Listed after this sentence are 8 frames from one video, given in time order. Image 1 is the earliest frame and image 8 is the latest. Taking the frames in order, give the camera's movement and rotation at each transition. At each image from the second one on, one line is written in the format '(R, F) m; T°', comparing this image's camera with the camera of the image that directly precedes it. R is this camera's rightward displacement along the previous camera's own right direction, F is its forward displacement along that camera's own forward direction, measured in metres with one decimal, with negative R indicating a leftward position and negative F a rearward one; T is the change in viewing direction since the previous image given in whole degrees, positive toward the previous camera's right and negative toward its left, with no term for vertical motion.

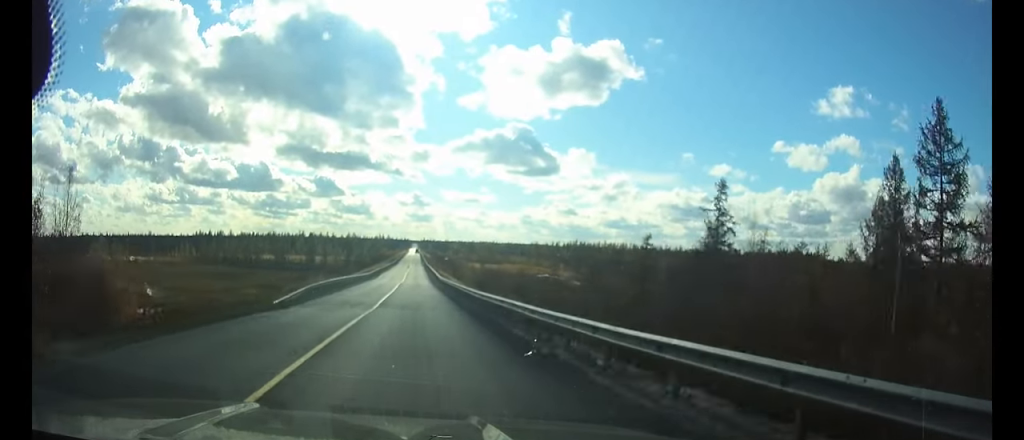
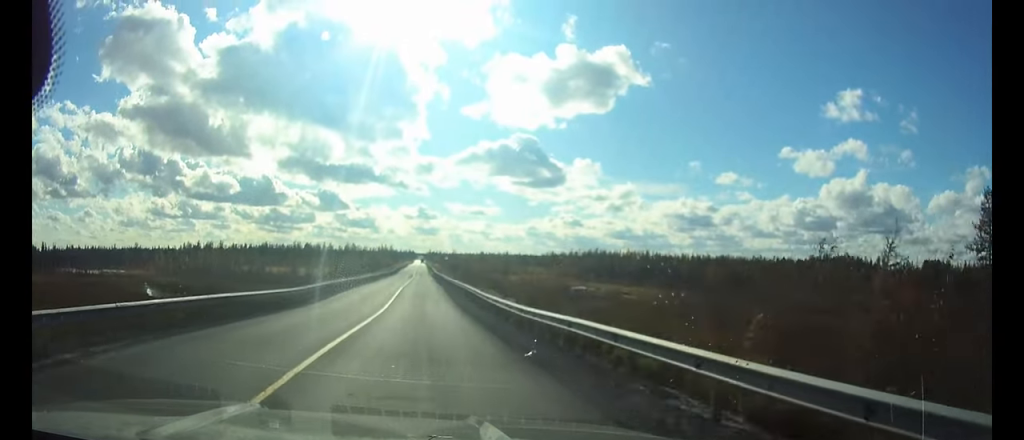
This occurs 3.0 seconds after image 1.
(-0.3, +53.9) m; 0°
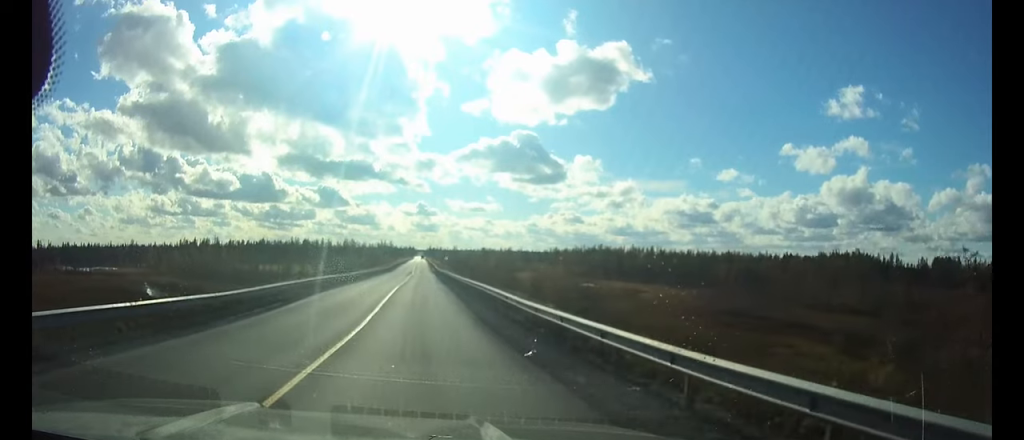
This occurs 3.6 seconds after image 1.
(0.0, +11.8) m; 0°
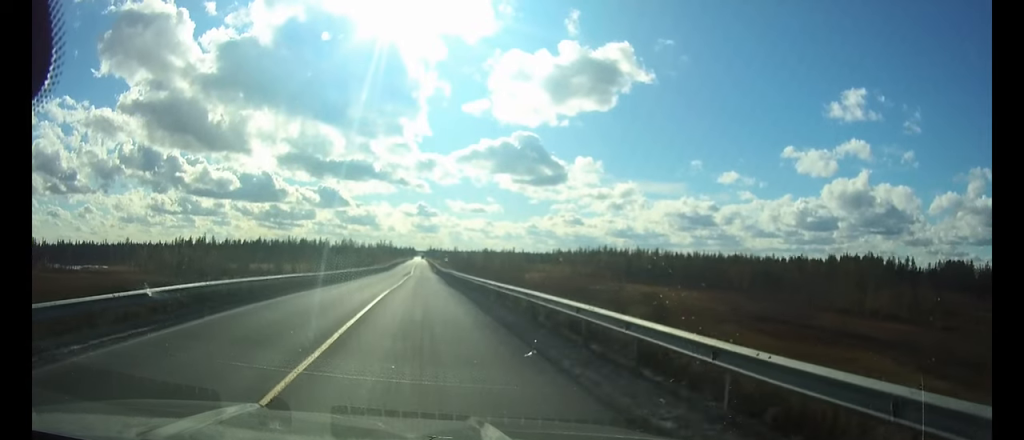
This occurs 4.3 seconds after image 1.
(0.0, +13.0) m; 0°
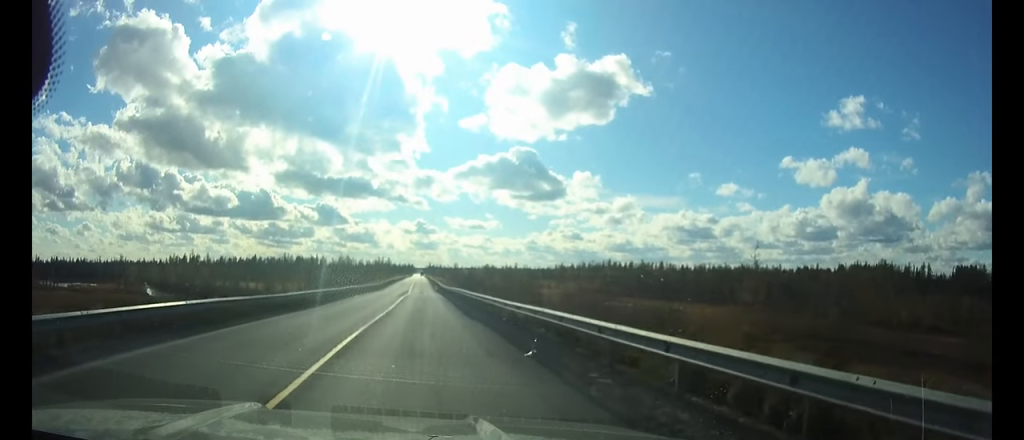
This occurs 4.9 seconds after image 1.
(0.0, +13.7) m; 0°
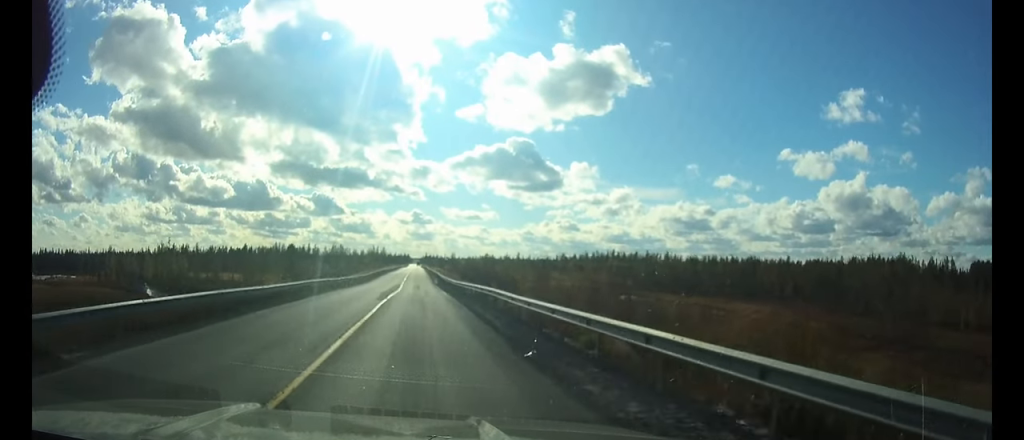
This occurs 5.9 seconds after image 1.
(0.0, +21.5) m; 0°
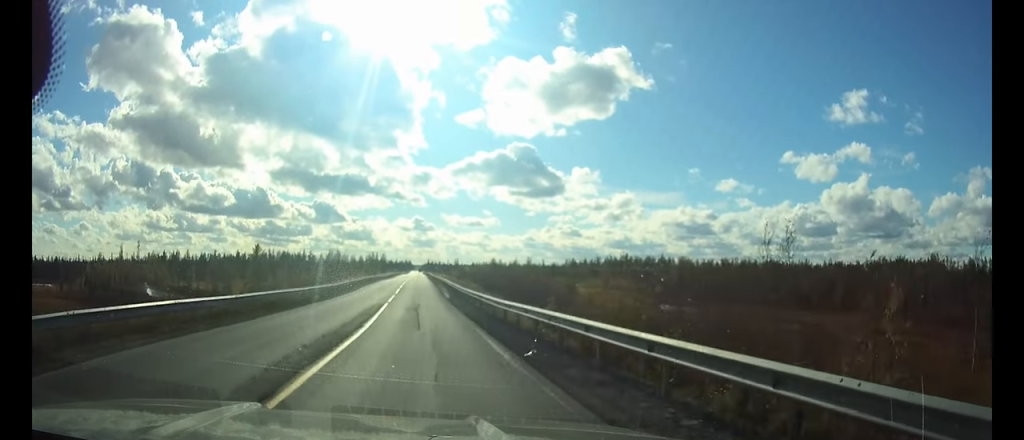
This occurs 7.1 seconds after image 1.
(0.0, +26.9) m; 0°
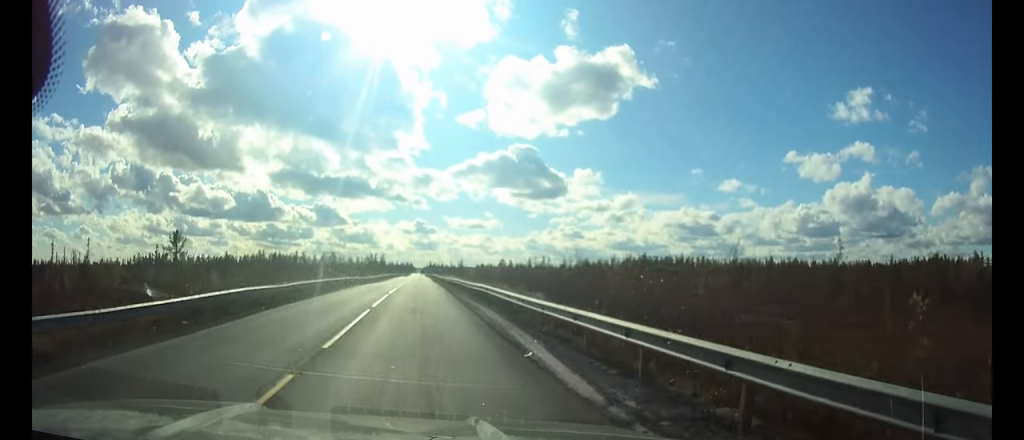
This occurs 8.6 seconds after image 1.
(-0.1, +35.6) m; 0°
